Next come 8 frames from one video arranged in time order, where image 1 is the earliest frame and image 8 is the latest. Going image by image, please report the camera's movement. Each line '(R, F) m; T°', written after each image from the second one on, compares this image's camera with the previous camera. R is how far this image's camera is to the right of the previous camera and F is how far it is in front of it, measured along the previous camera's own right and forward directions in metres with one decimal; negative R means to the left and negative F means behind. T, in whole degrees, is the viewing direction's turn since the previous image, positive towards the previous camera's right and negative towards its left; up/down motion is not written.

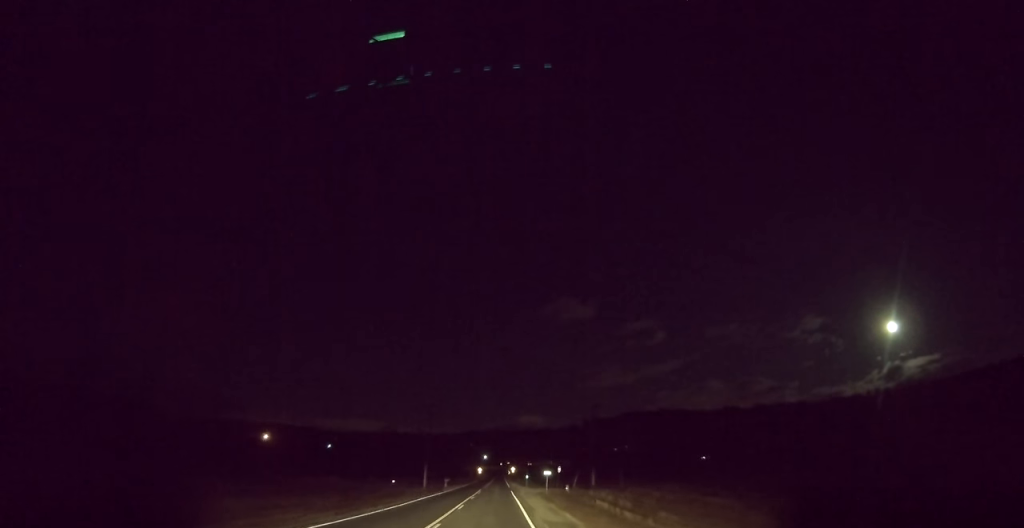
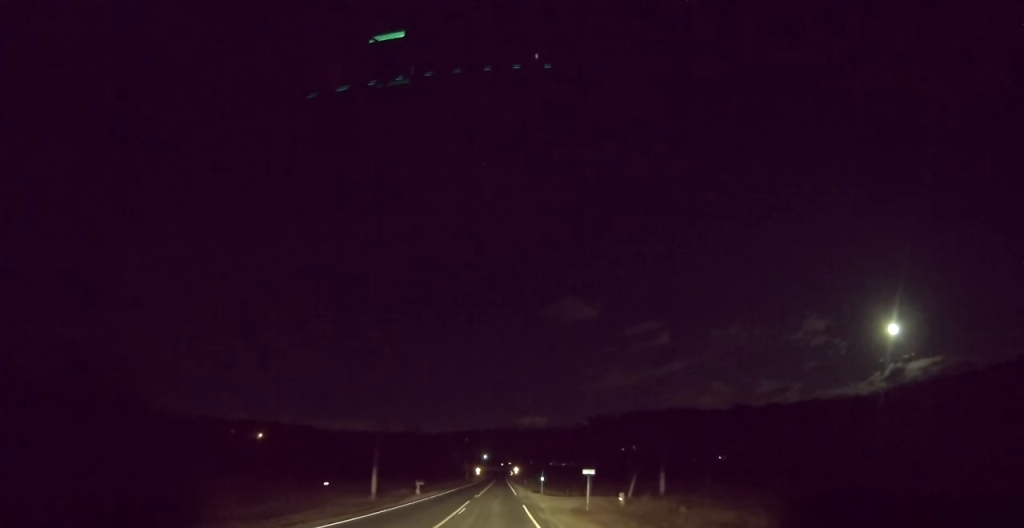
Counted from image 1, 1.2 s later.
(-0.3, +27.3) m; 0°
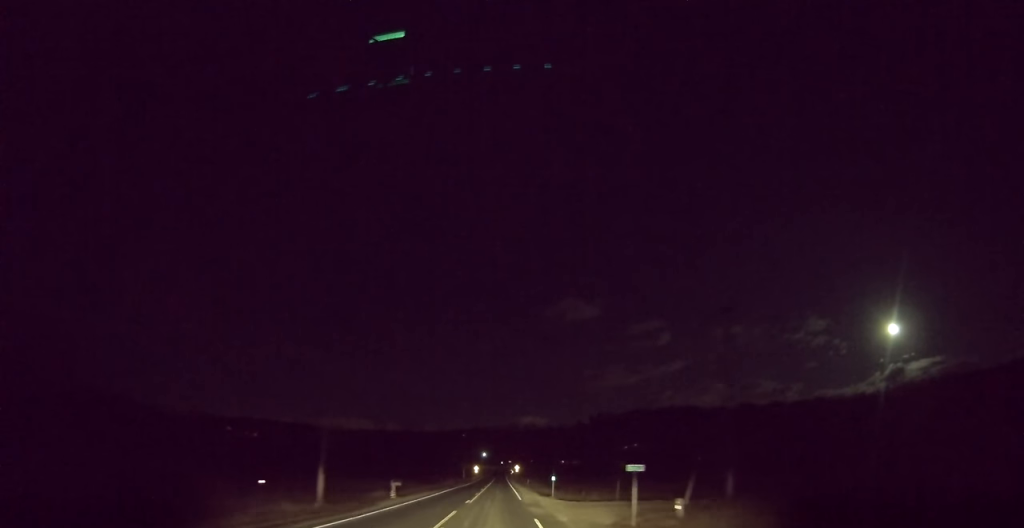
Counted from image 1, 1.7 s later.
(+0.2, +11.7) m; 0°
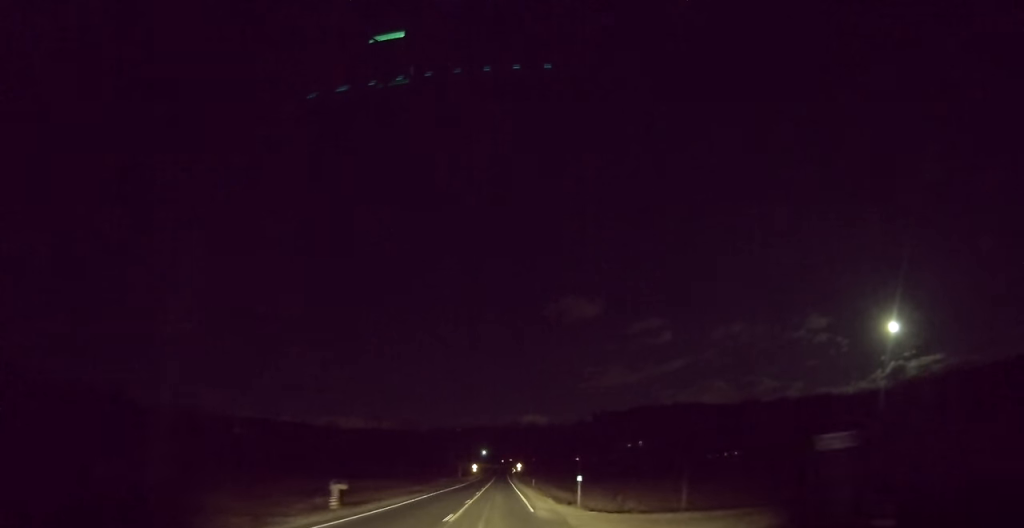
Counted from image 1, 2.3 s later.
(+0.1, +14.8) m; 0°
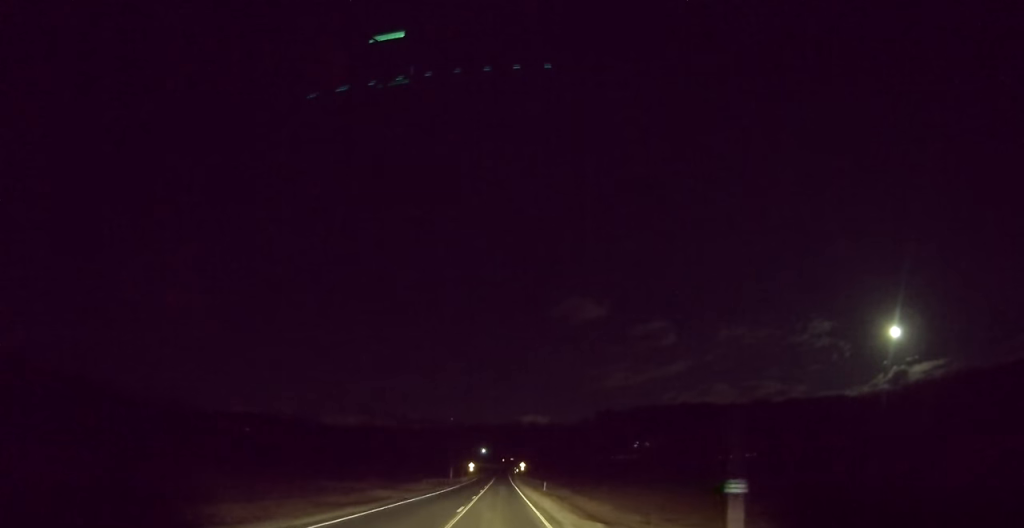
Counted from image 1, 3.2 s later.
(-0.3, +20.2) m; 0°
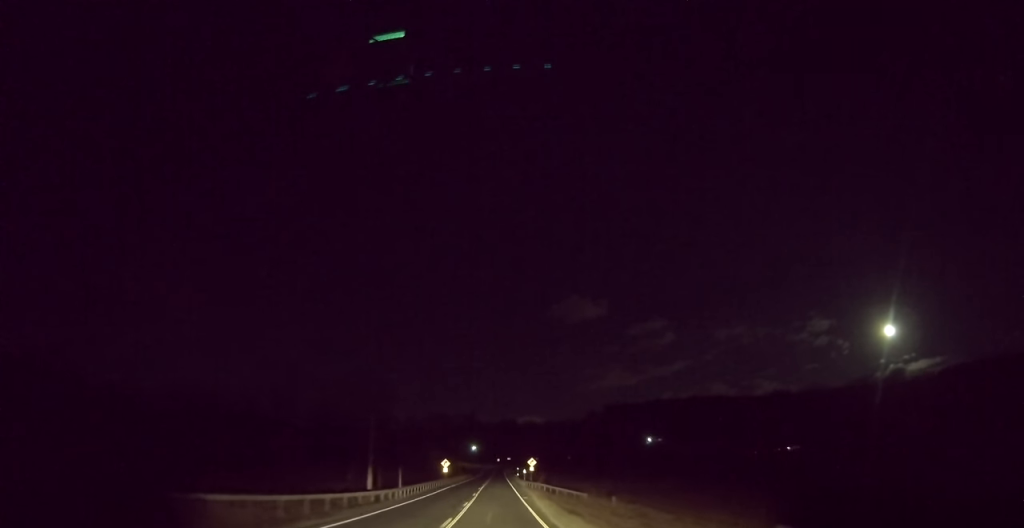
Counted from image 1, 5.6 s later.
(0.0, +55.2) m; 0°
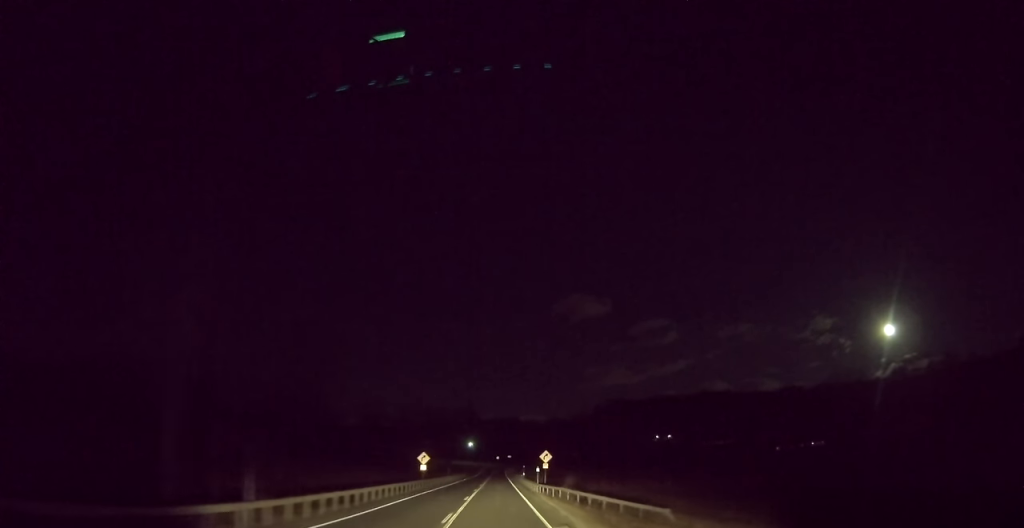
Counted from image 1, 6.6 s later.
(+0.1, +23.4) m; +1°
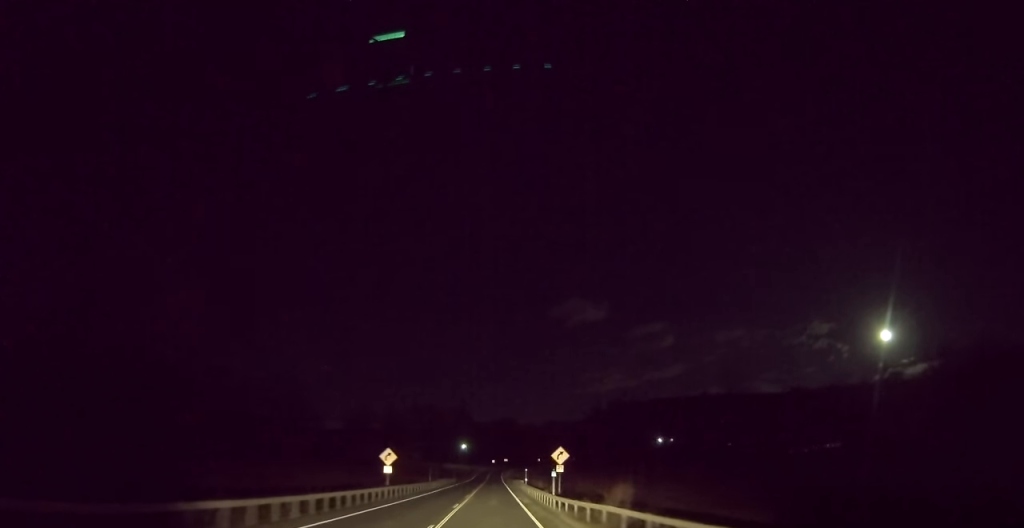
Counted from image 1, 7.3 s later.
(0.0, +16.5) m; +1°
